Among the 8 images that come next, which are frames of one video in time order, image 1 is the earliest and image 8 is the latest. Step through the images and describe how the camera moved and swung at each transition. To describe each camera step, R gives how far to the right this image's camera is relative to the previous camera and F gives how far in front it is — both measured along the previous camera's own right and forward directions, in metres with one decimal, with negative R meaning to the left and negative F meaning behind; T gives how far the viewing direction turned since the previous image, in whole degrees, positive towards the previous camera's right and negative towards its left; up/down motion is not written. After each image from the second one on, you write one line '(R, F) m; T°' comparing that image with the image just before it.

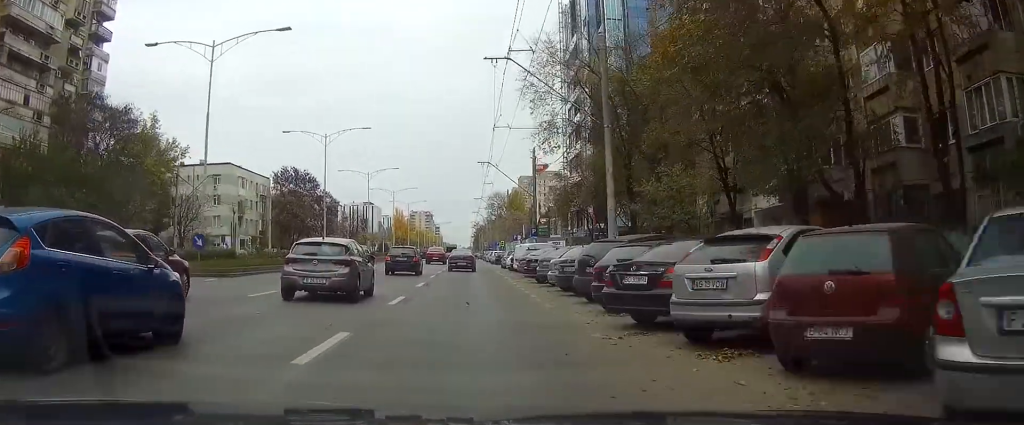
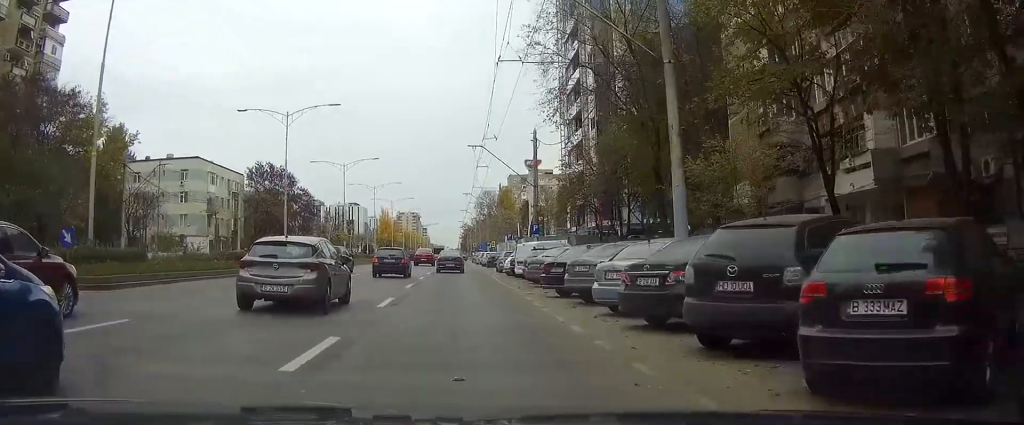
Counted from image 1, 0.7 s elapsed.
(+0.1, +9.4) m; +1°
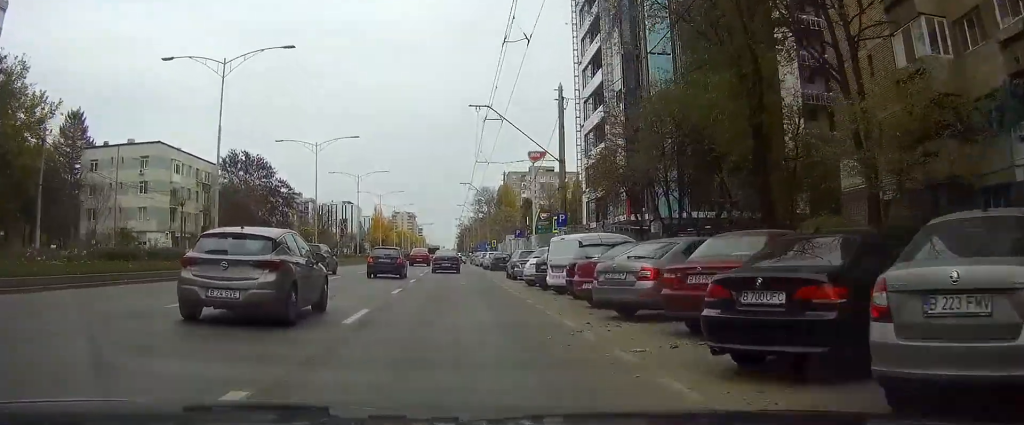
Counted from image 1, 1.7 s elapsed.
(+0.2, +13.2) m; +1°
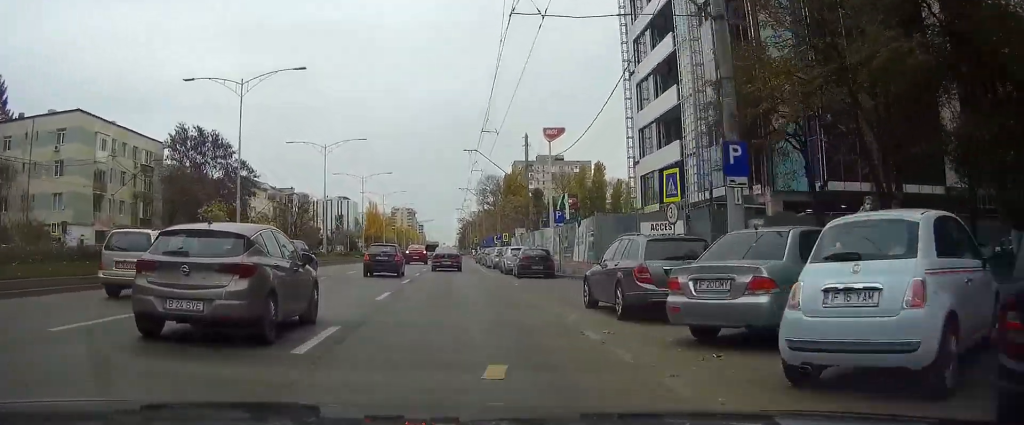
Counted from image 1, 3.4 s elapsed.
(+0.1, +21.7) m; 0°
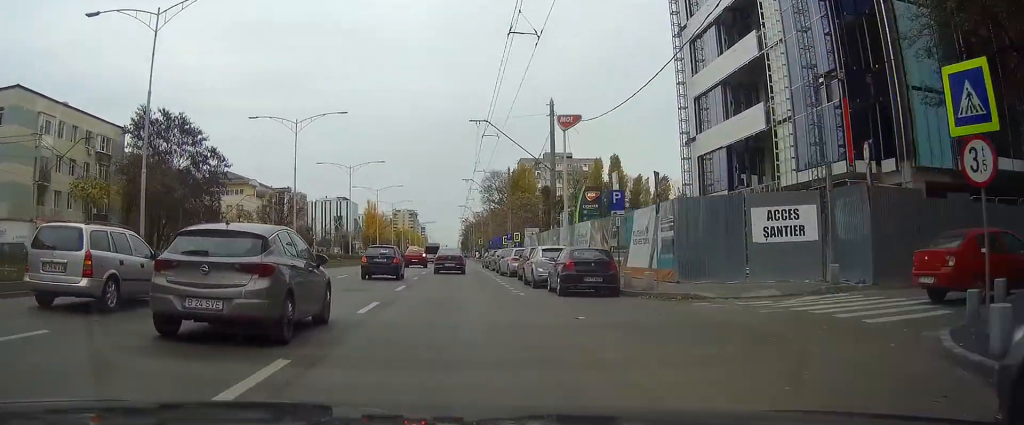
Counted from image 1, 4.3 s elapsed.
(-0.1, +12.3) m; 0°
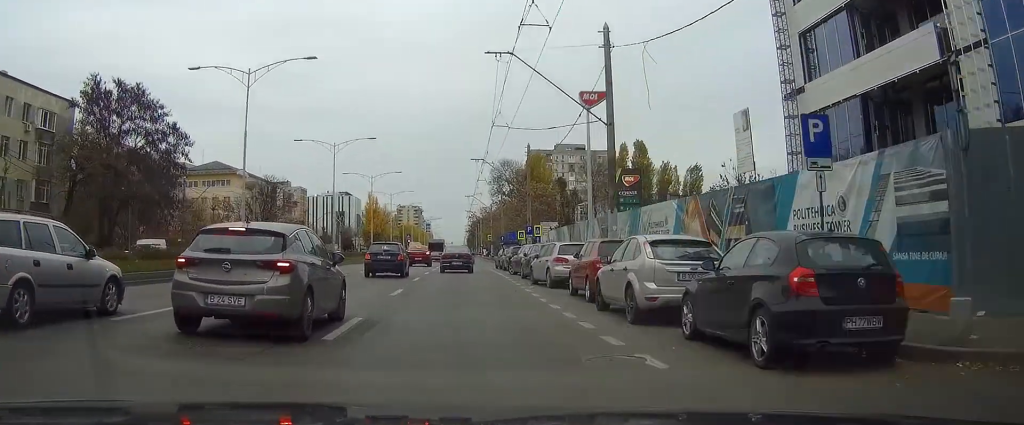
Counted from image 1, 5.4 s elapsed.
(0.0, +13.3) m; 0°
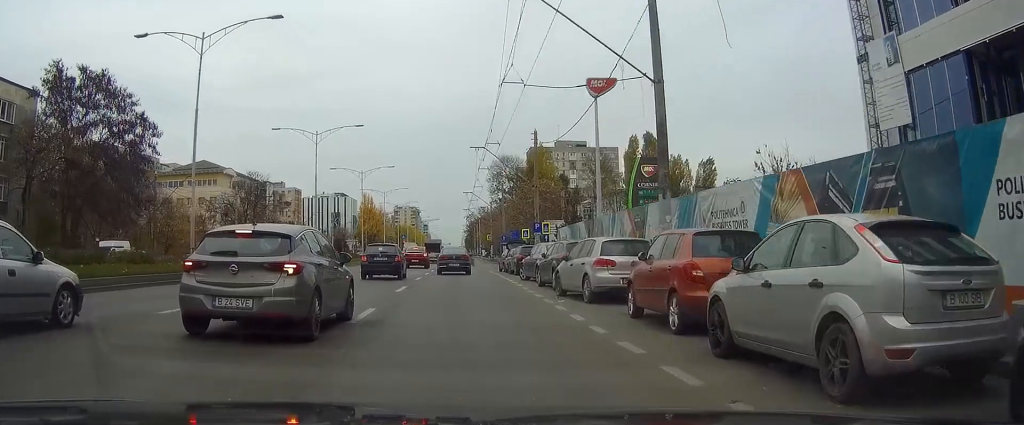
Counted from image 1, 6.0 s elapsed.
(+0.1, +7.0) m; 0°
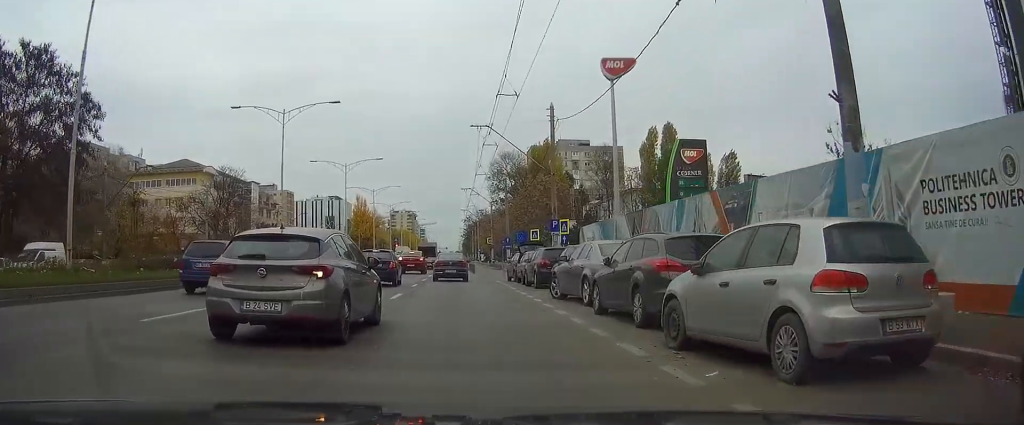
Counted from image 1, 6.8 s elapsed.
(-0.3, +10.0) m; -1°
